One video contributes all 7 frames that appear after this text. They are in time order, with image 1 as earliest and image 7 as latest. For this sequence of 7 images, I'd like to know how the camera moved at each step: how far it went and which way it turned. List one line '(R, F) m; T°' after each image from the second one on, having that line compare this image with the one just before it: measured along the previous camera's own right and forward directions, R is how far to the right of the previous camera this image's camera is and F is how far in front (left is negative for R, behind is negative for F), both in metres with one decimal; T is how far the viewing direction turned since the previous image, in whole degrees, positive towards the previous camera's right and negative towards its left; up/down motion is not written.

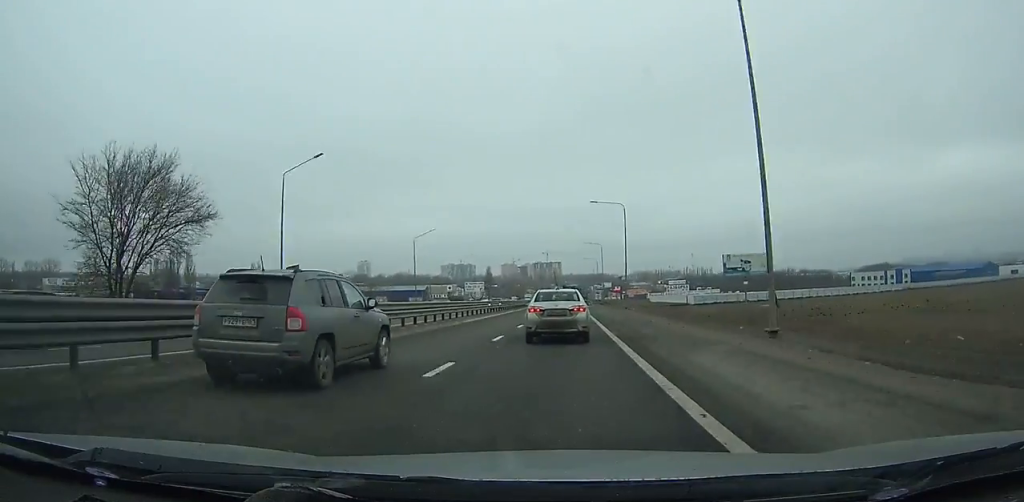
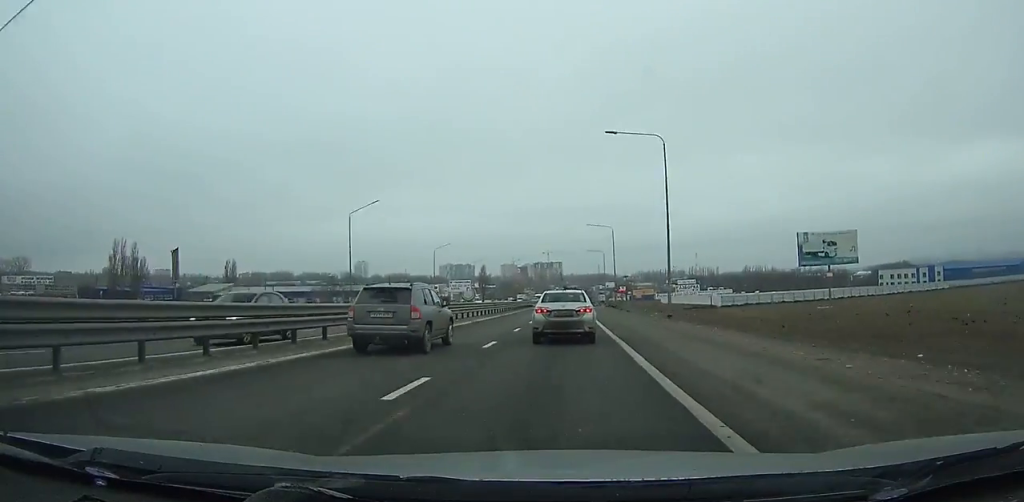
(0.0, +26.5) m; 0°
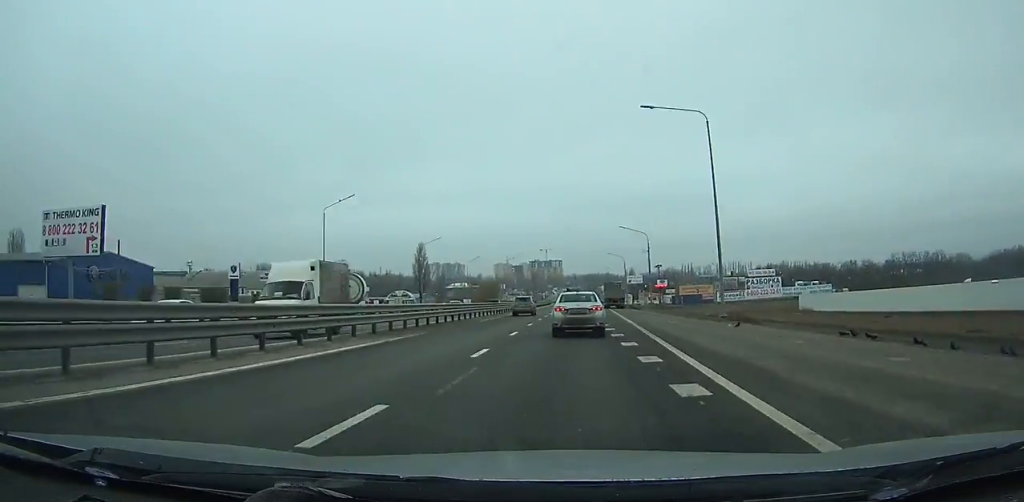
(-0.4, +133.2) m; 0°
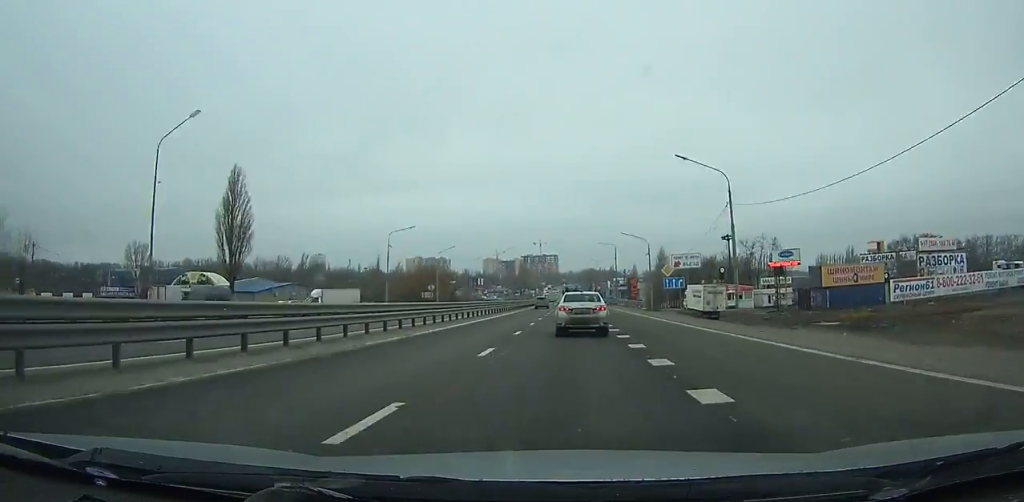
(+0.3, +104.0) m; 0°
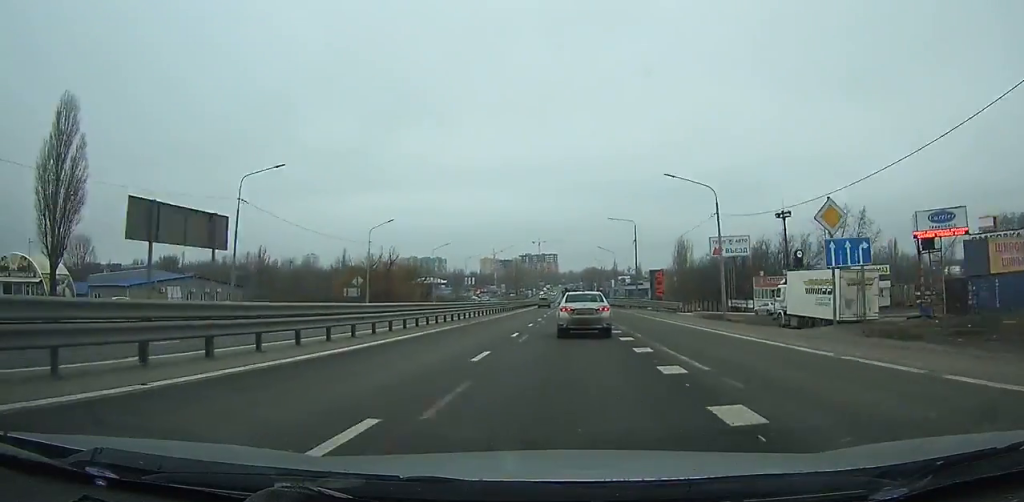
(+0.1, +32.6) m; 0°
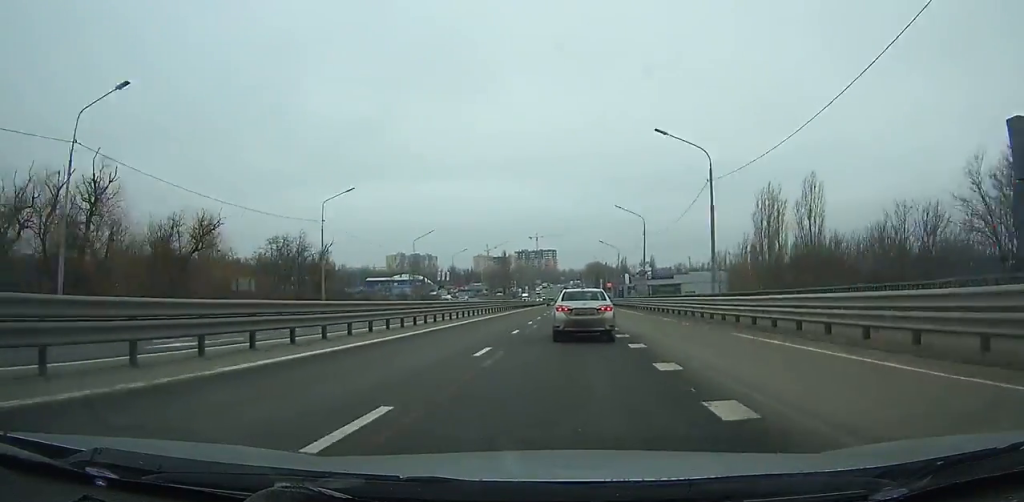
(-0.2, +69.1) m; 0°
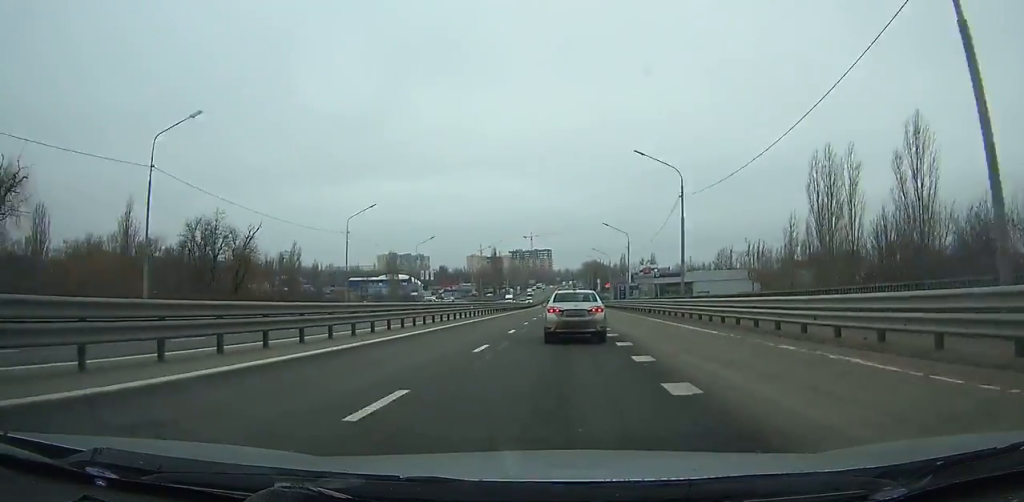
(+0.1, +22.7) m; 0°
